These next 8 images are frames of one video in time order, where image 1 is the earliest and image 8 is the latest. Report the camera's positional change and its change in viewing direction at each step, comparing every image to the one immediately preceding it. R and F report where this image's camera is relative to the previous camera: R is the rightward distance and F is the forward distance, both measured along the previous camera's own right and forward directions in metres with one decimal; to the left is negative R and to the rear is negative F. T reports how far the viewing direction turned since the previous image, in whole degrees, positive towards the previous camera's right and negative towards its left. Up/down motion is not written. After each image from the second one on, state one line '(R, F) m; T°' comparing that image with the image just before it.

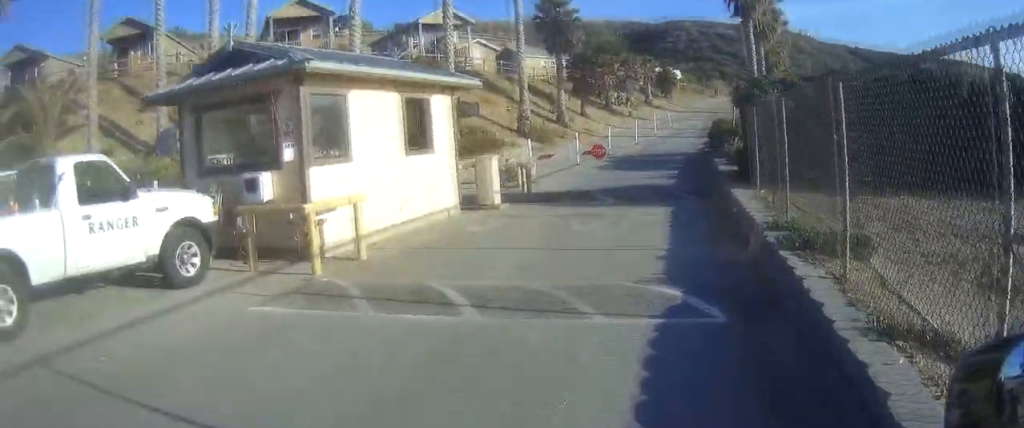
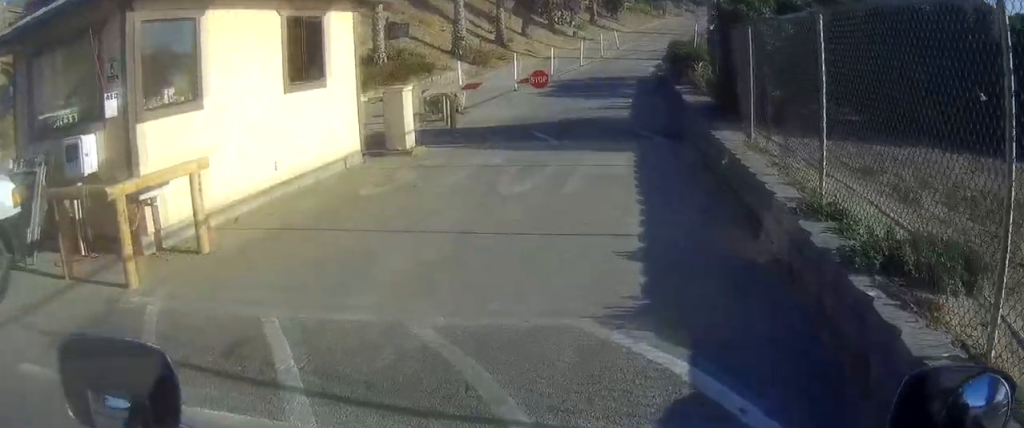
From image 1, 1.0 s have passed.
(0.0, +2.8) m; +6°
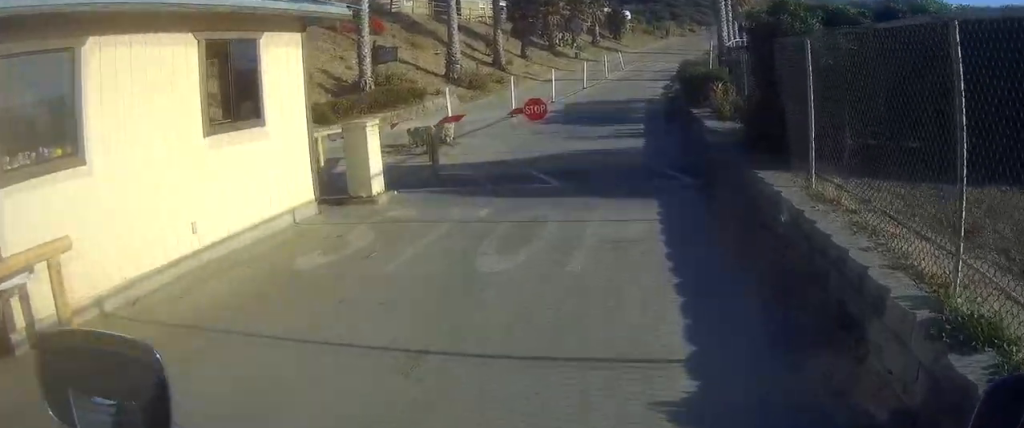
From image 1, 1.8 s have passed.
(+0.2, +1.9) m; +12°
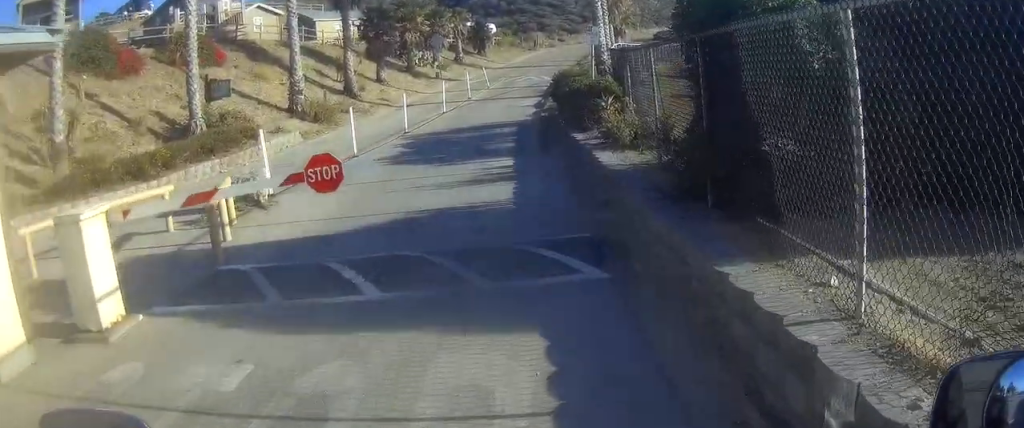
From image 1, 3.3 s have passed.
(+0.8, +3.5) m; +21°
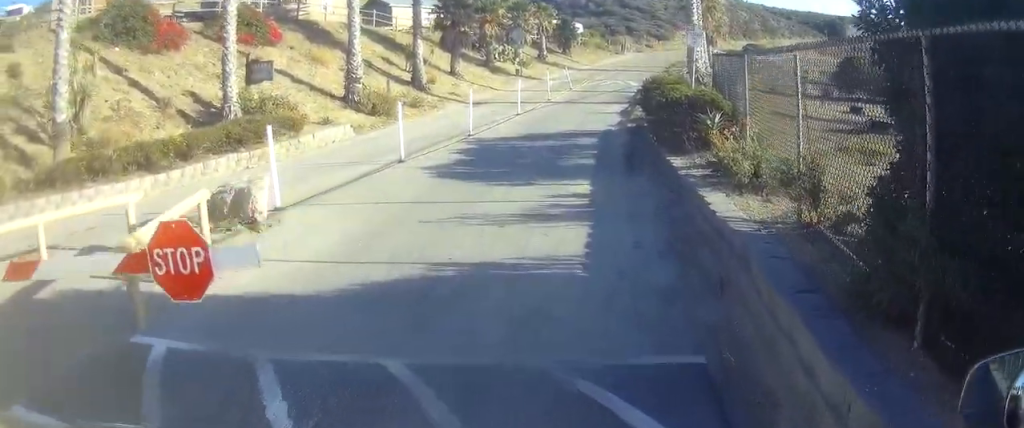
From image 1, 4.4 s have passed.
(+0.2, +3.3) m; +3°
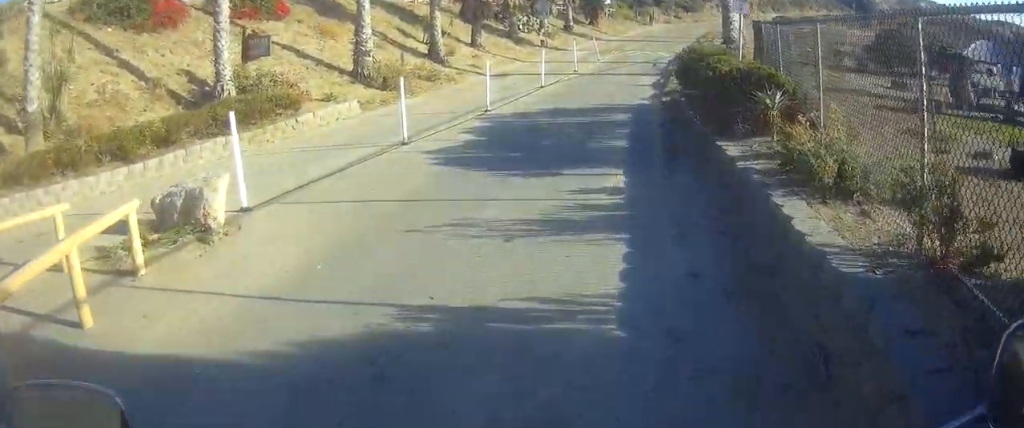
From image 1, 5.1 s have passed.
(-0.1, +2.2) m; -2°
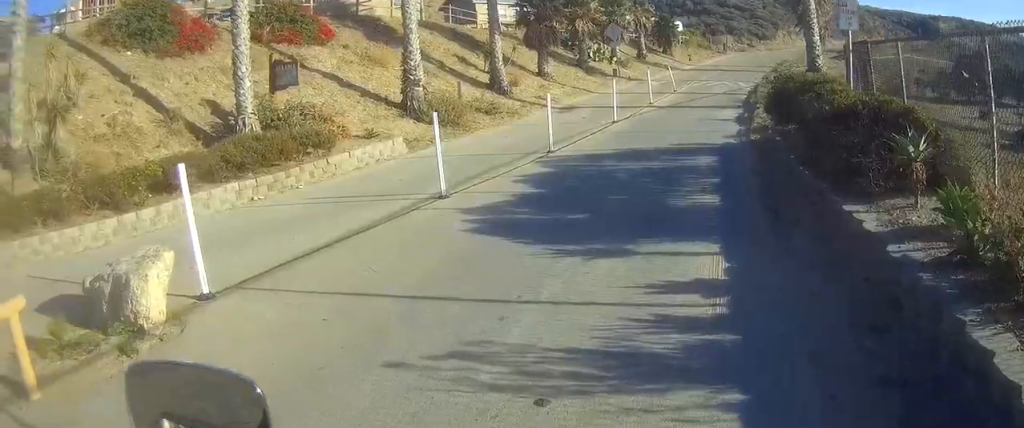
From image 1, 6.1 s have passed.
(0.0, +2.8) m; 0°
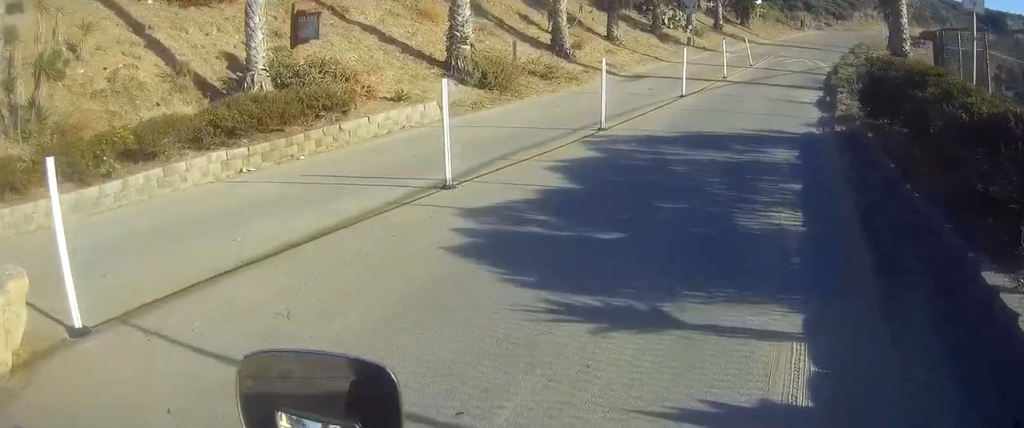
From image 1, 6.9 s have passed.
(0.0, +2.5) m; 0°
